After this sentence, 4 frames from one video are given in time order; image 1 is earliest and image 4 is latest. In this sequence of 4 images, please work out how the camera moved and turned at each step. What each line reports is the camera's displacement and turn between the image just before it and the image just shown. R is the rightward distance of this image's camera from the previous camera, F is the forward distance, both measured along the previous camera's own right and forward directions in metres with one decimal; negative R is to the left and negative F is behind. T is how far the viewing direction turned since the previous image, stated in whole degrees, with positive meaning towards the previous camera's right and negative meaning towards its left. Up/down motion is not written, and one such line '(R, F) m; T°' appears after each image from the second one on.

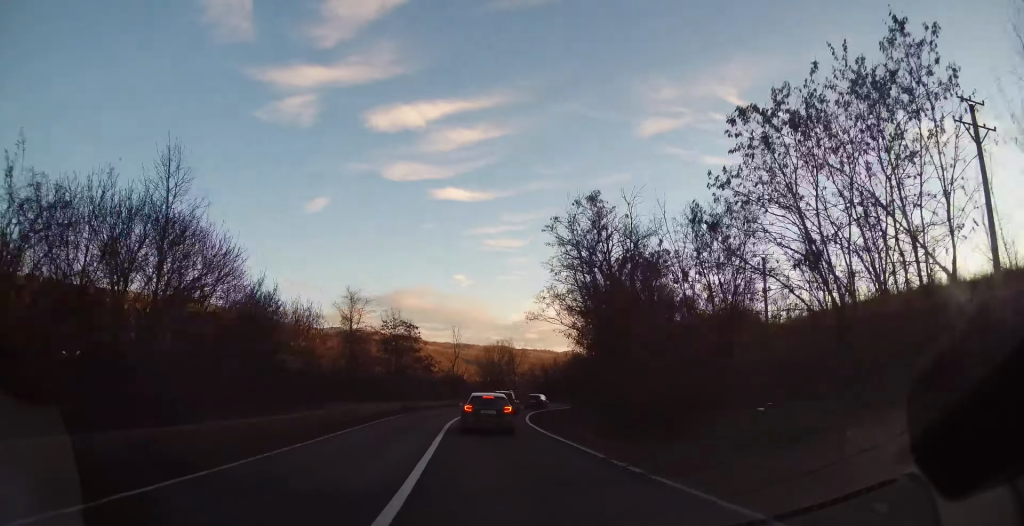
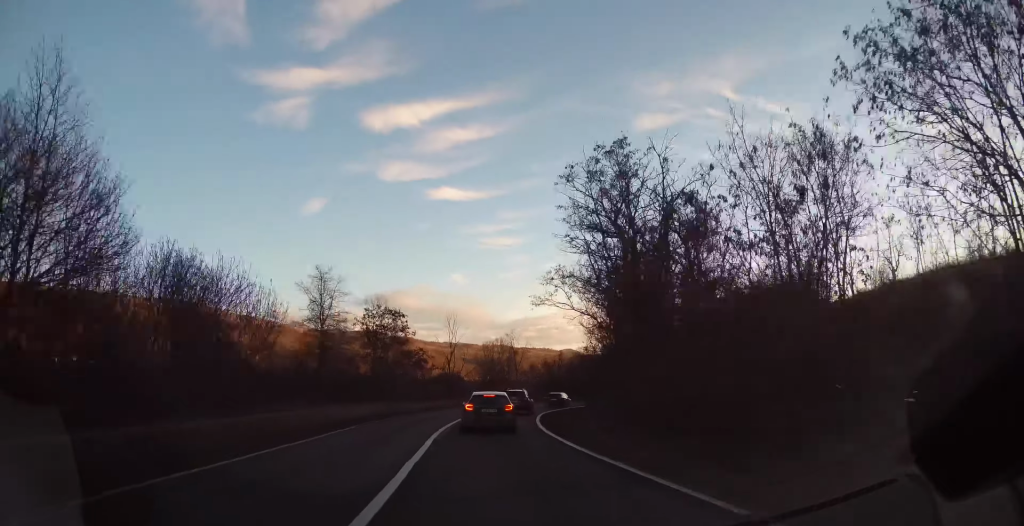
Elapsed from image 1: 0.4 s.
(0.0, +6.5) m; 0°
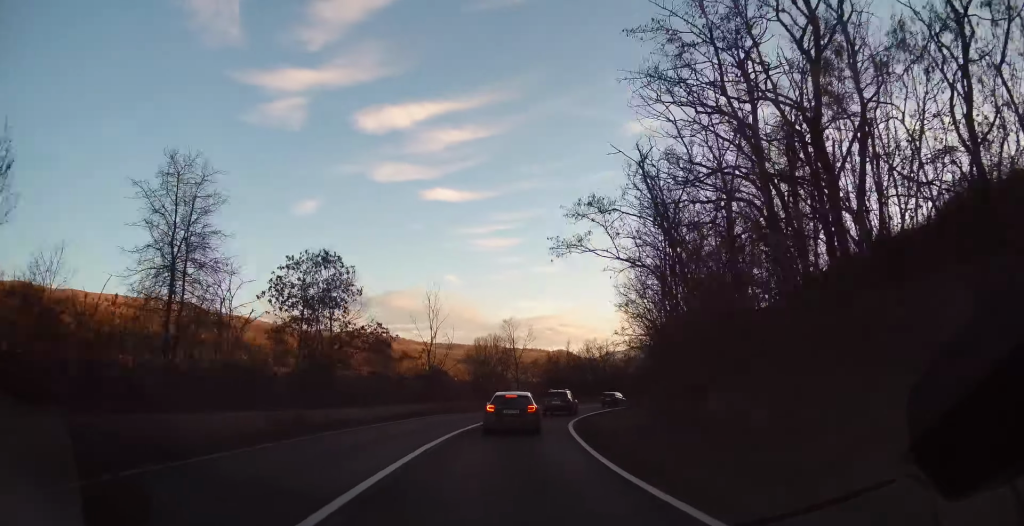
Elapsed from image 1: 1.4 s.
(-0.1, +14.4) m; +2°
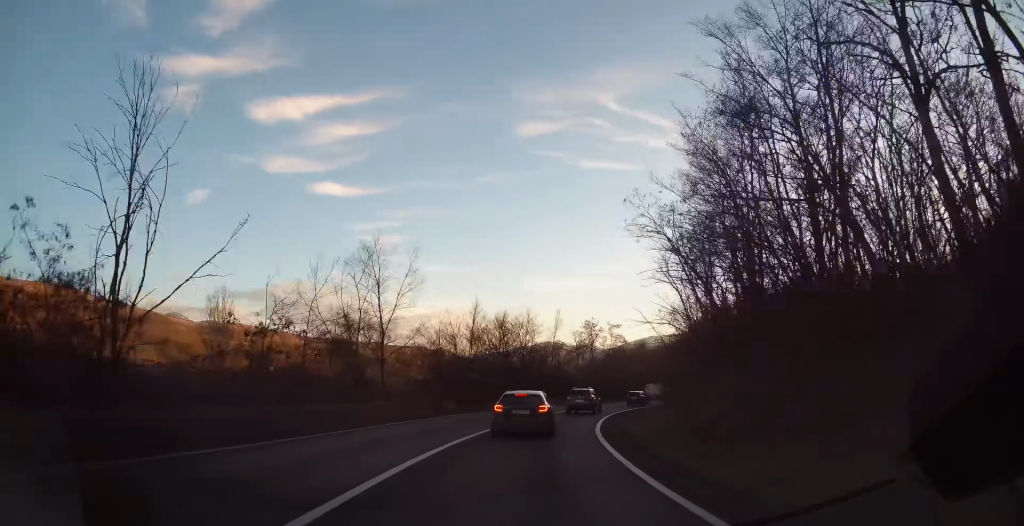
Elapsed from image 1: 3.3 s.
(+3.2, +27.7) m; +15°
